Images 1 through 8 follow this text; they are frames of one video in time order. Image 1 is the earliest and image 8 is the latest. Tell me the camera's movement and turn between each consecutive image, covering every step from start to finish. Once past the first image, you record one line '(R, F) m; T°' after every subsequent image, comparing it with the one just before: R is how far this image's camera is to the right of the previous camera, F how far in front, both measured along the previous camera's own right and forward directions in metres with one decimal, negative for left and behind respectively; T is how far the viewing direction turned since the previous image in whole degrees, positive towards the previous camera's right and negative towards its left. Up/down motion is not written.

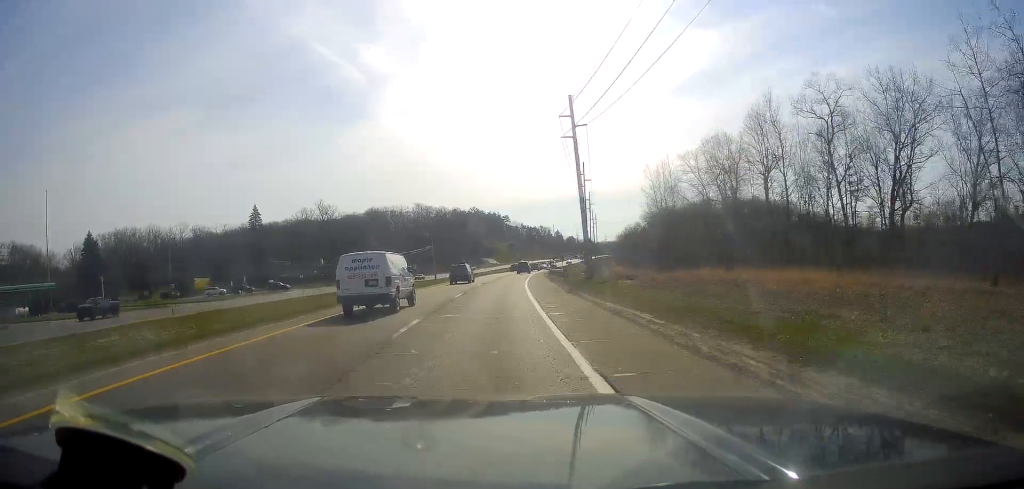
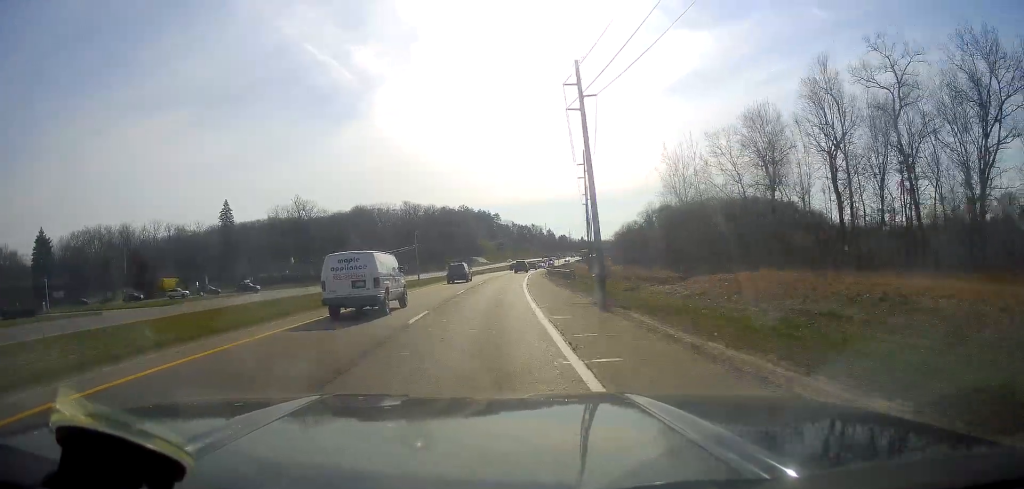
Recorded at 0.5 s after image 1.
(+0.3, +12.4) m; +1°
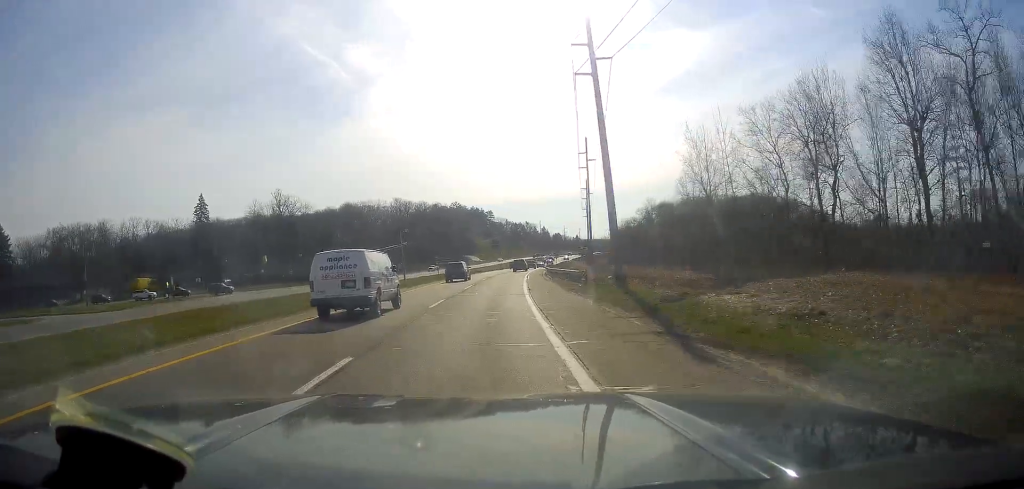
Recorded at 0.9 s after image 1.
(0.0, +9.9) m; 0°
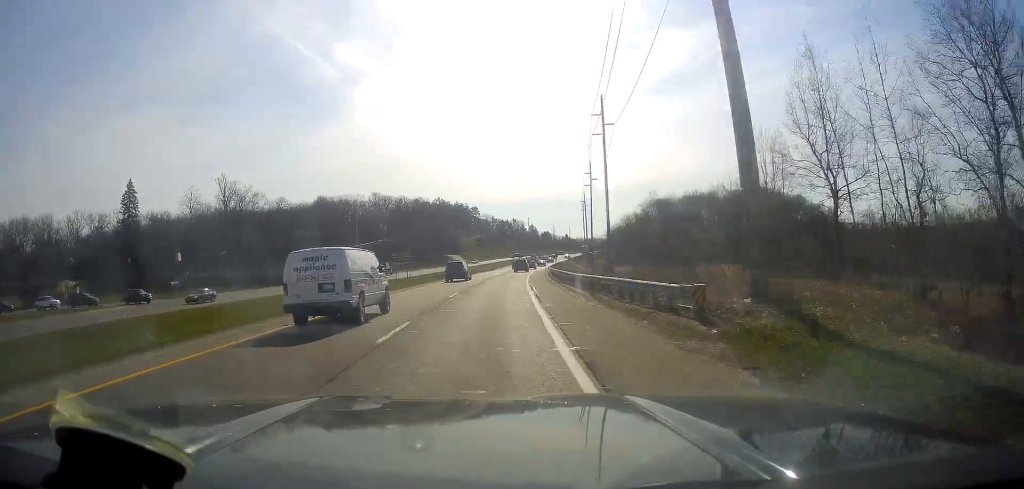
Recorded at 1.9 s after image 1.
(0.0, +24.8) m; +1°
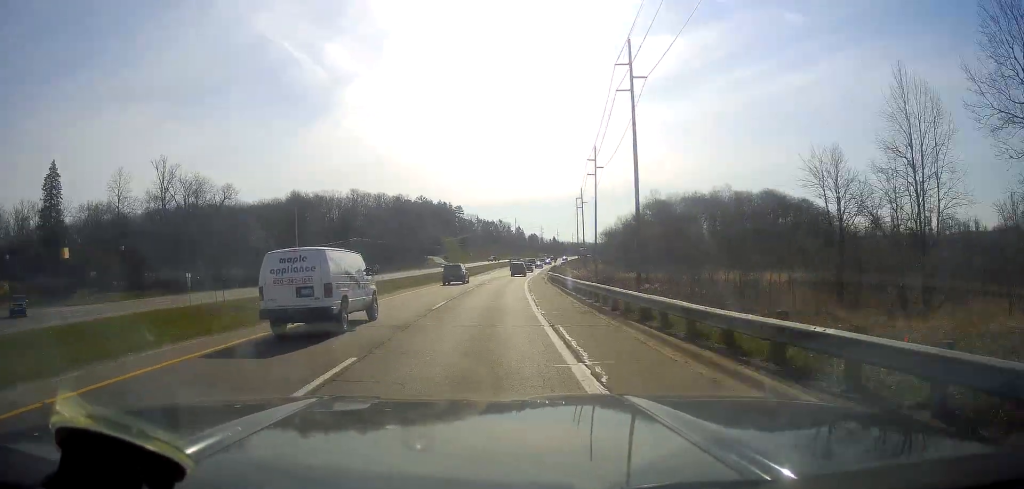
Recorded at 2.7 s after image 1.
(+0.3, +20.7) m; +2°
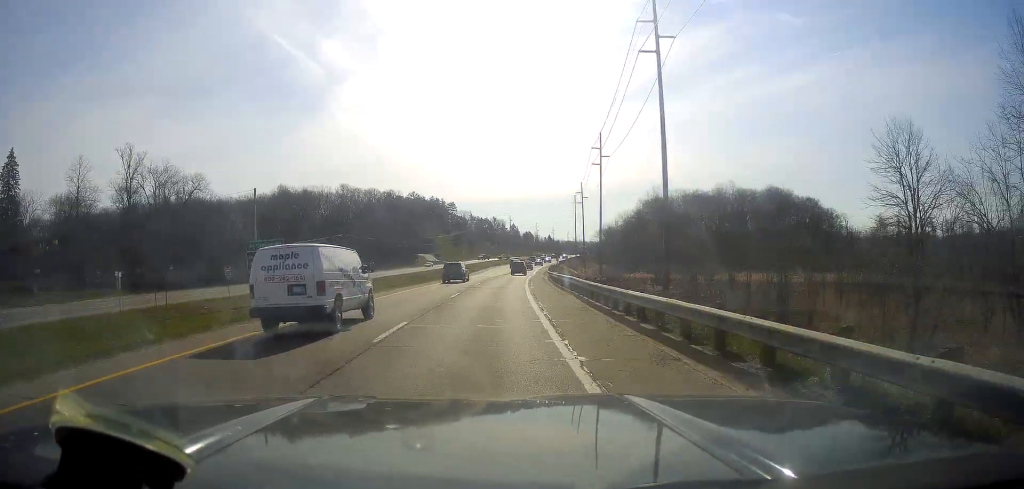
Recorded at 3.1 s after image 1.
(+0.3, +10.0) m; +1°
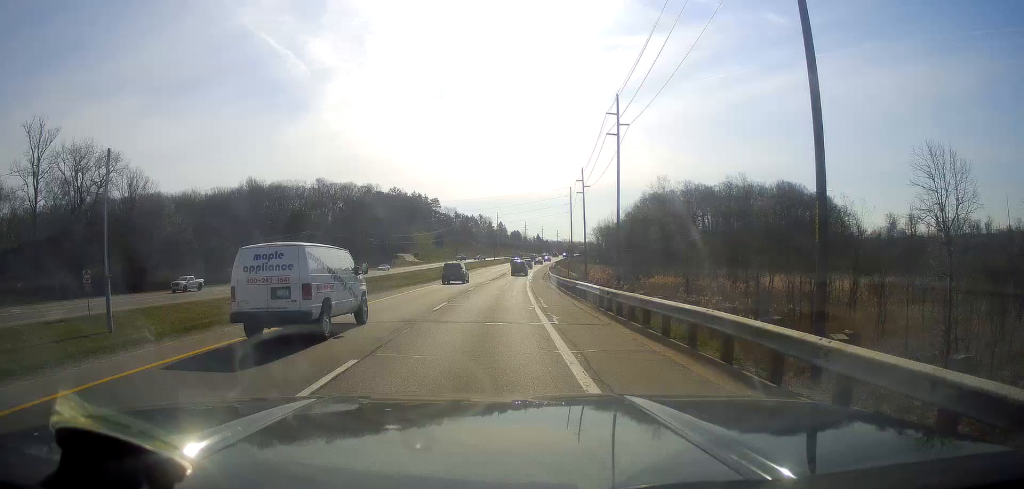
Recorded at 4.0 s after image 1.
(+0.3, +21.5) m; +1°
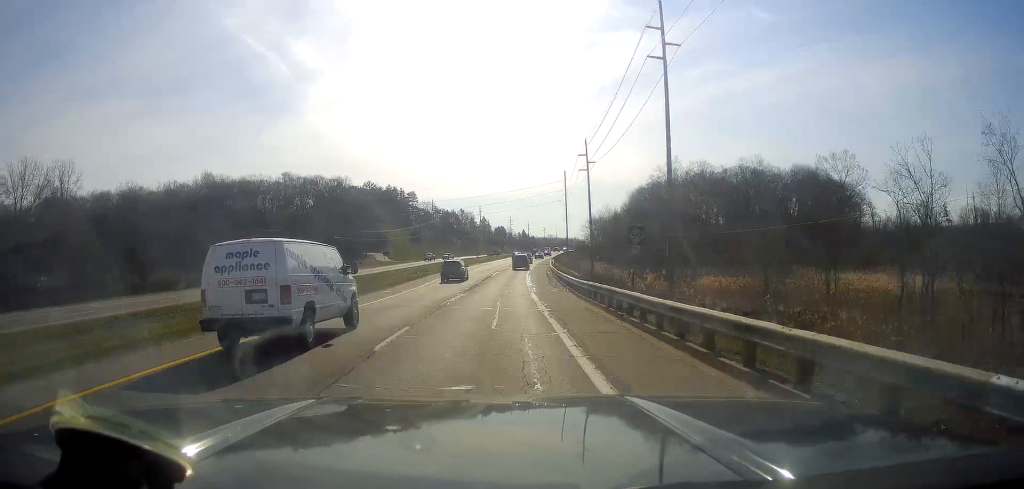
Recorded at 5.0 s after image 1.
(0.0, +25.5) m; +1°
